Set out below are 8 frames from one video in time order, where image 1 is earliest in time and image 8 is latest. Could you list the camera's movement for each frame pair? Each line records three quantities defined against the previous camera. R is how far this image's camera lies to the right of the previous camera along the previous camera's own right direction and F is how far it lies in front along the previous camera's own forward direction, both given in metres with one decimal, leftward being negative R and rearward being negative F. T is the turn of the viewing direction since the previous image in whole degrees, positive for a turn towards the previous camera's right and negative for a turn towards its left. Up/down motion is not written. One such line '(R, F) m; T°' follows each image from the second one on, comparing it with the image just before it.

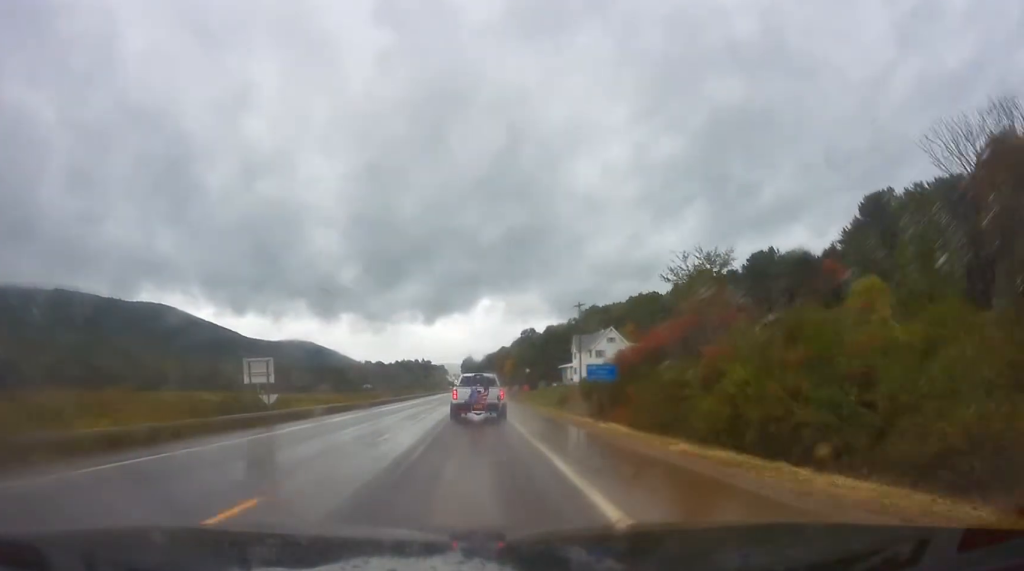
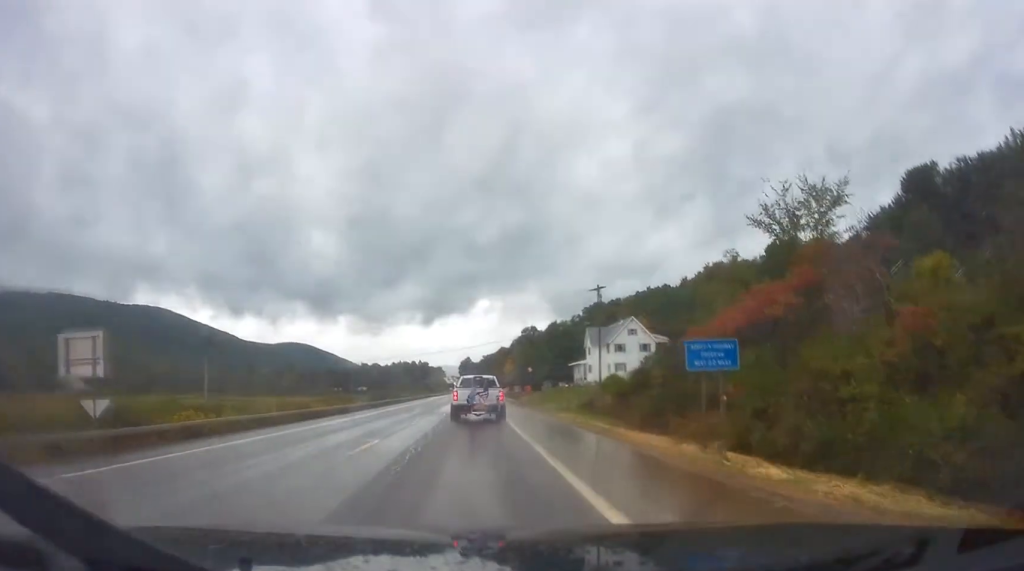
(-0.5, +14.3) m; -3°
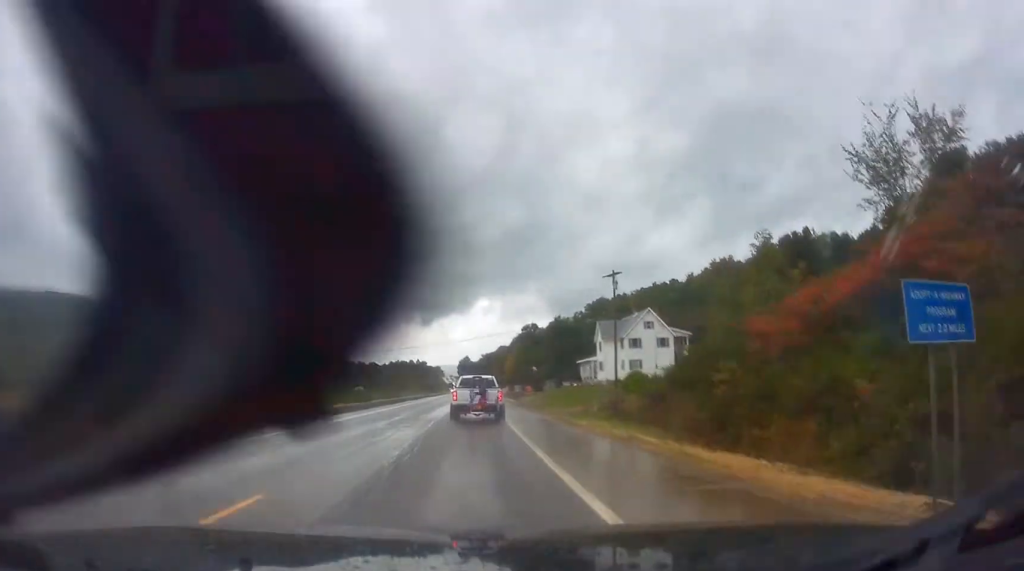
(-0.2, +8.3) m; -1°
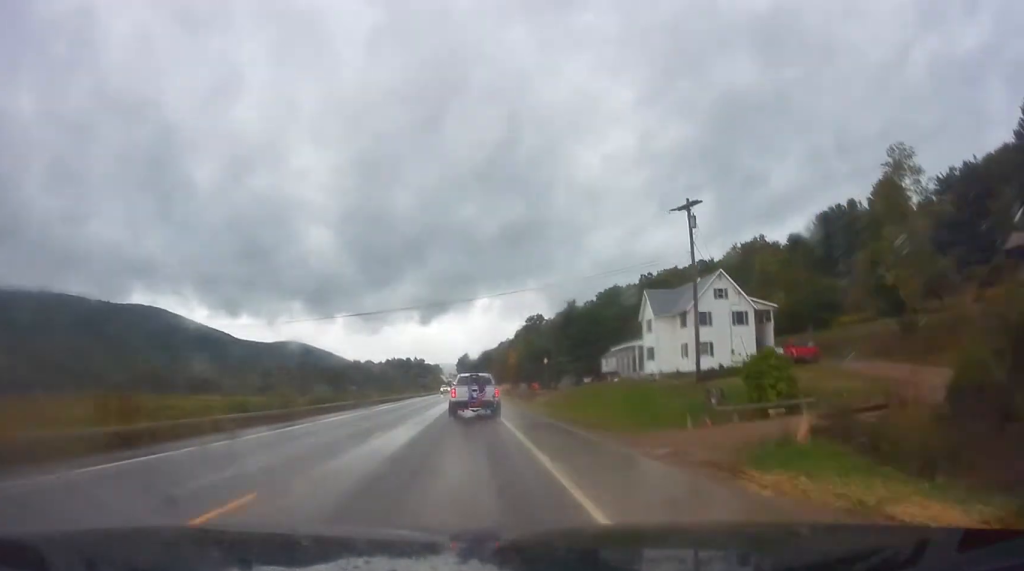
(-0.3, +22.2) m; 0°
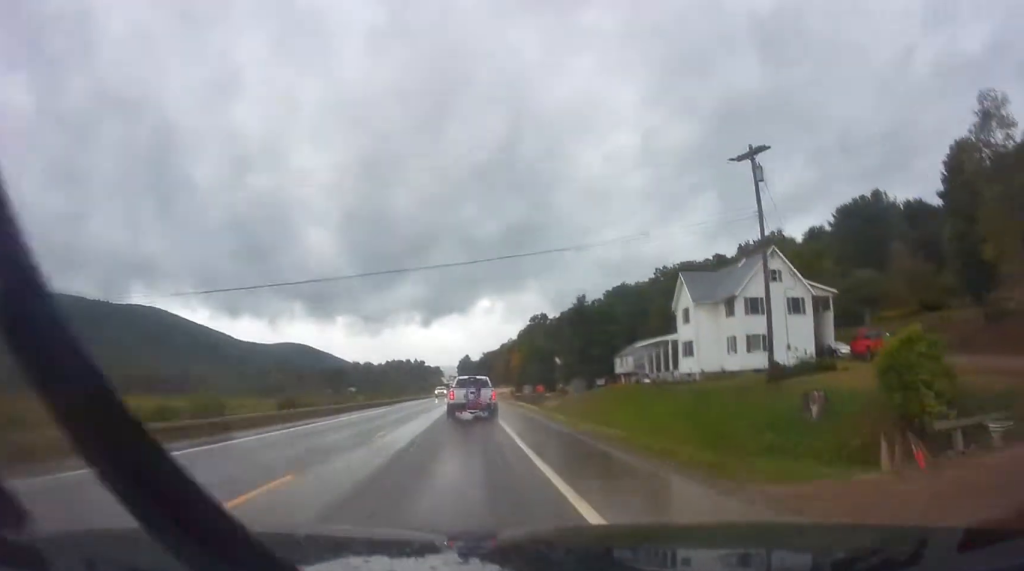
(+0.1, +9.5) m; 0°
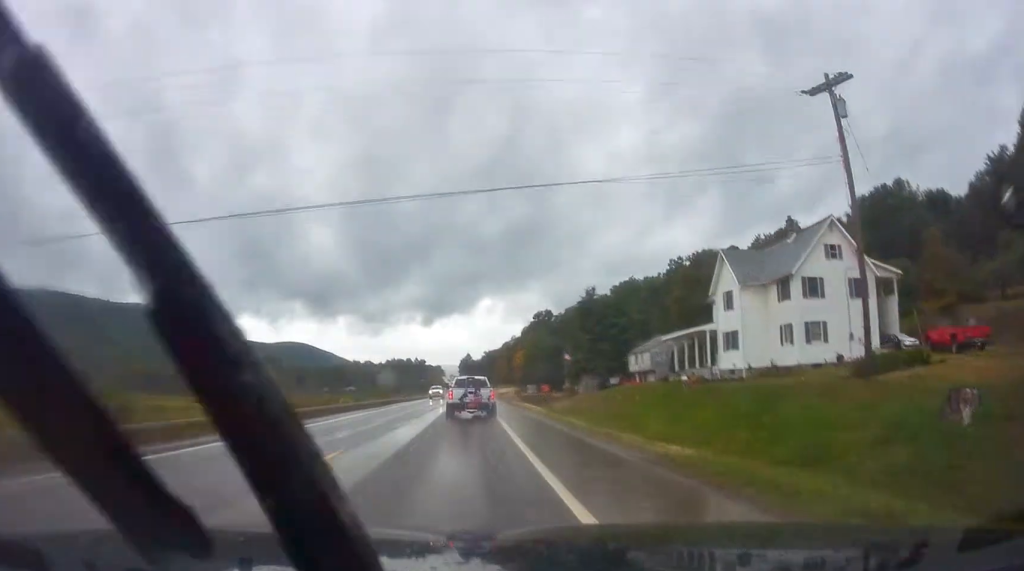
(+0.1, +7.7) m; 0°
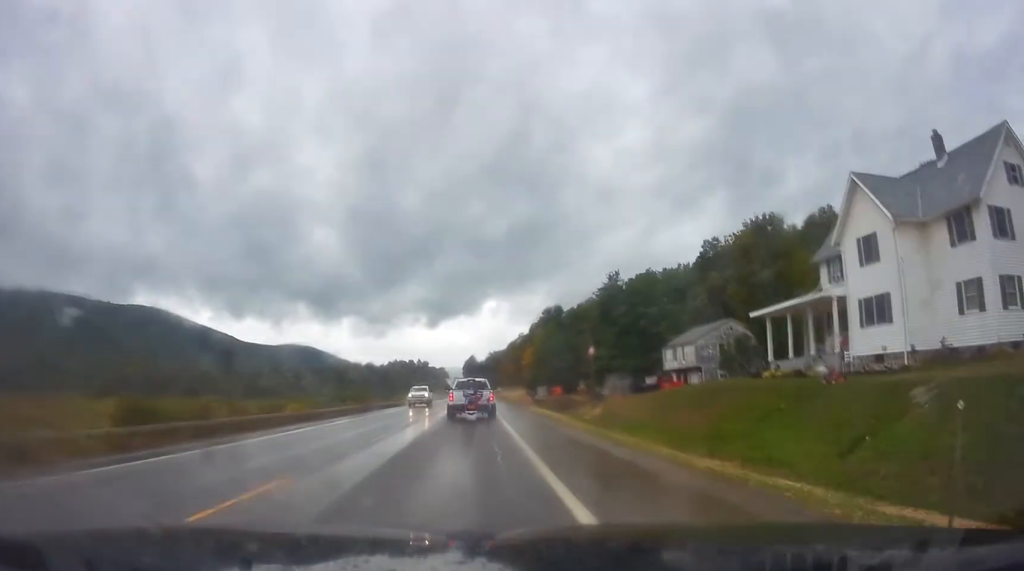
(+0.1, +14.9) m; -1°
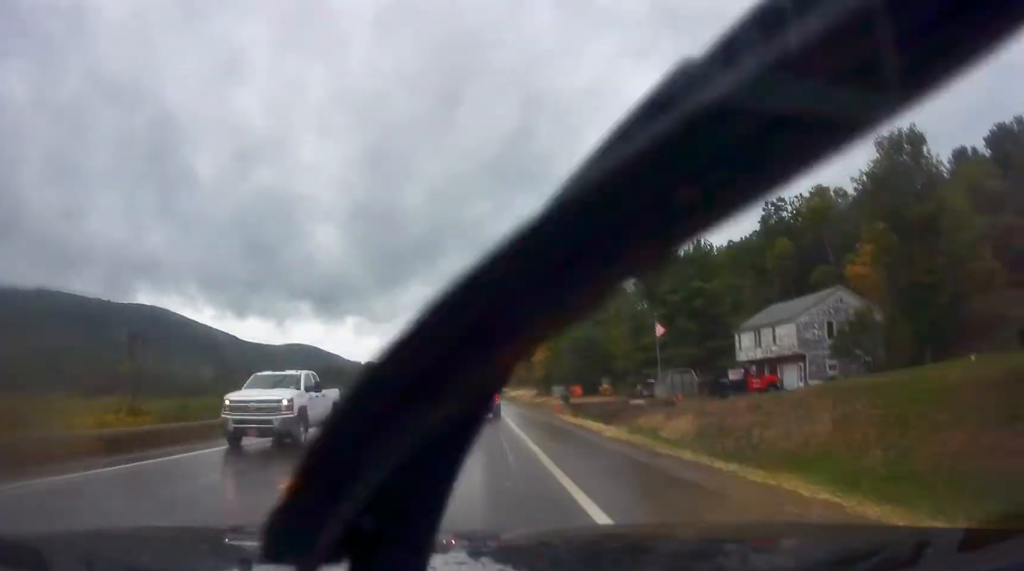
(-0.5, +20.5) m; -2°
